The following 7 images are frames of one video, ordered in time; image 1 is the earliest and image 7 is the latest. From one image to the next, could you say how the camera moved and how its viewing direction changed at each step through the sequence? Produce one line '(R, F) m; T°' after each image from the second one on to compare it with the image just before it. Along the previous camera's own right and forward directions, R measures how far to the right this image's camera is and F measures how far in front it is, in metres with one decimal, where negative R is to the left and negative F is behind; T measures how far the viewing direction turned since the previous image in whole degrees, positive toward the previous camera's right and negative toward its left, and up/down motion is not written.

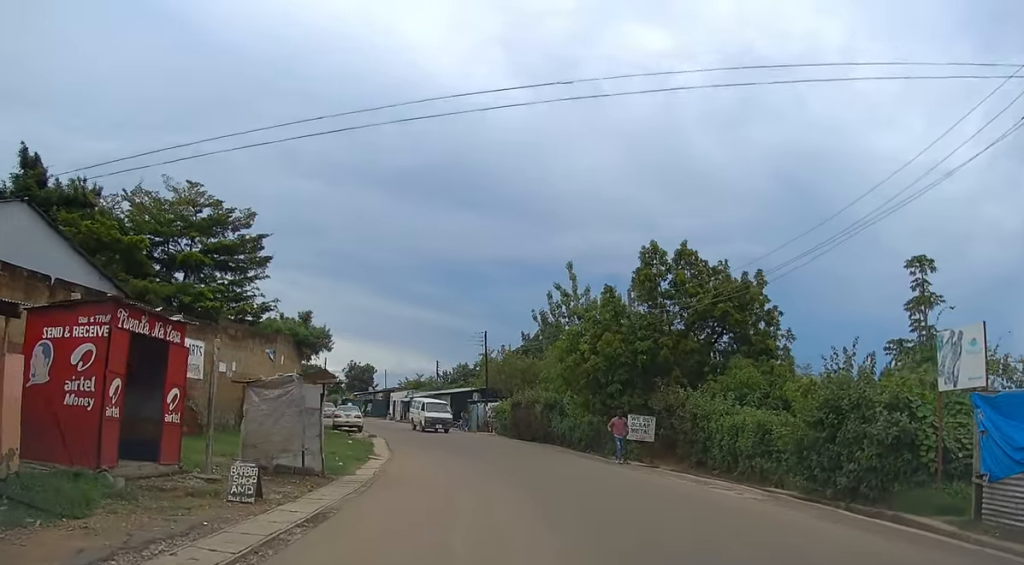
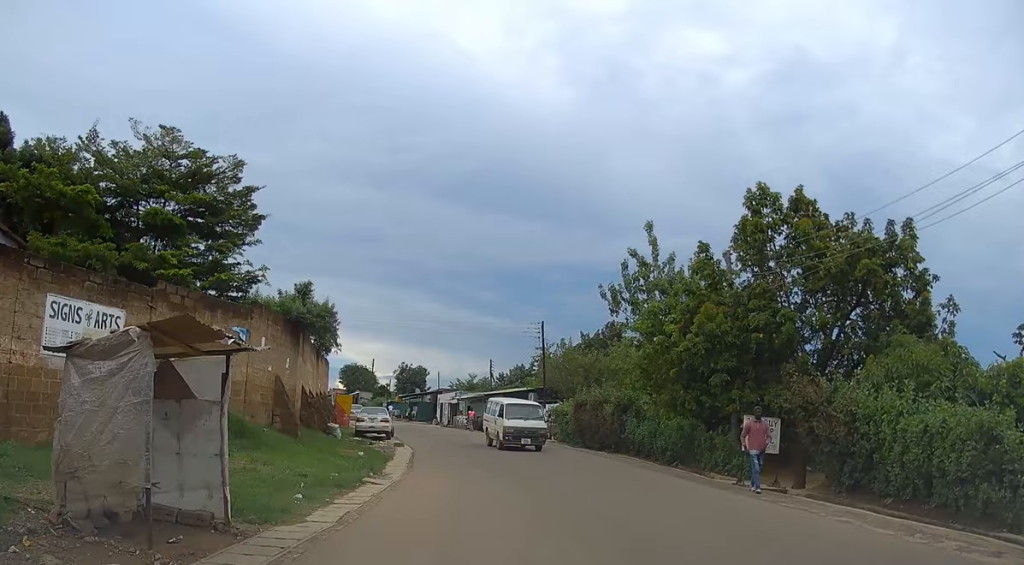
(-0.3, +7.3) m; -6°
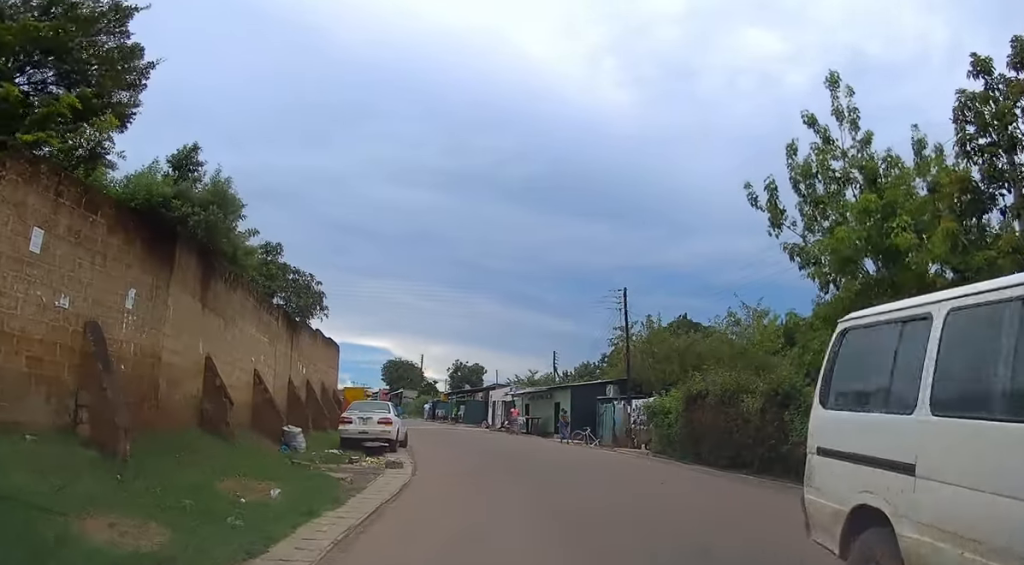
(-0.5, +12.2) m; -3°
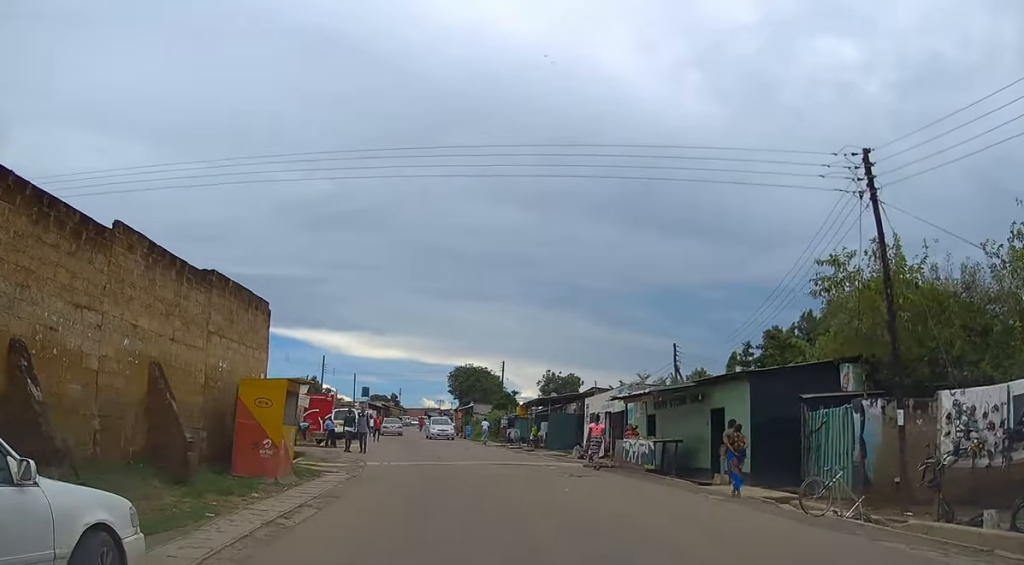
(-1.5, +19.9) m; -11°
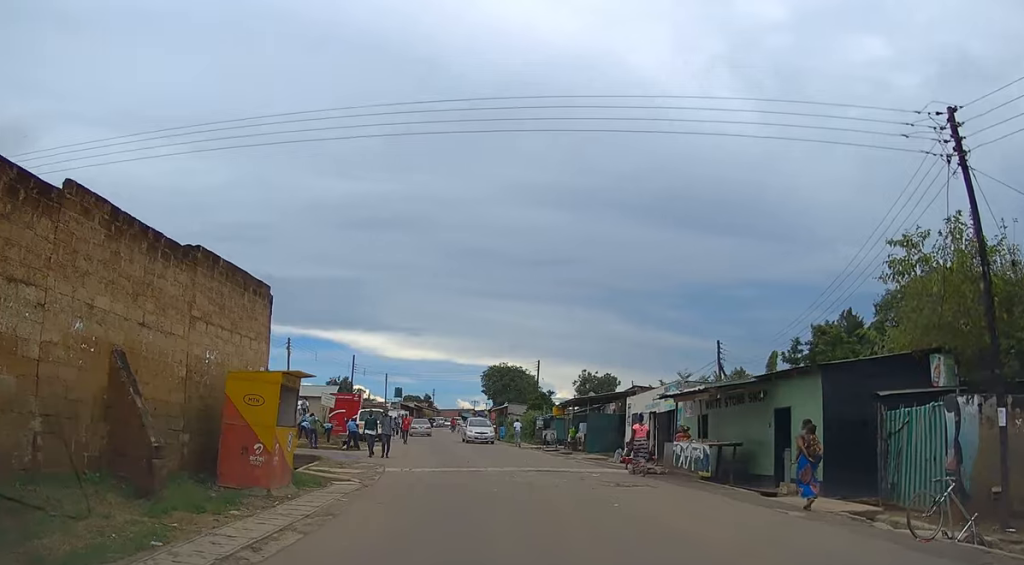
(-0.1, +2.5) m; -2°
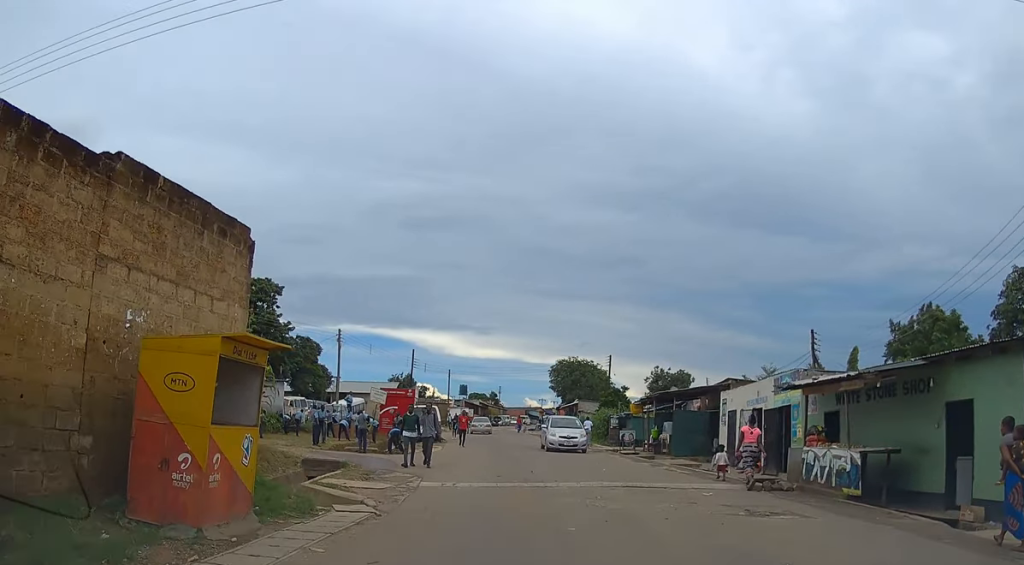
(-0.2, +5.2) m; -3°
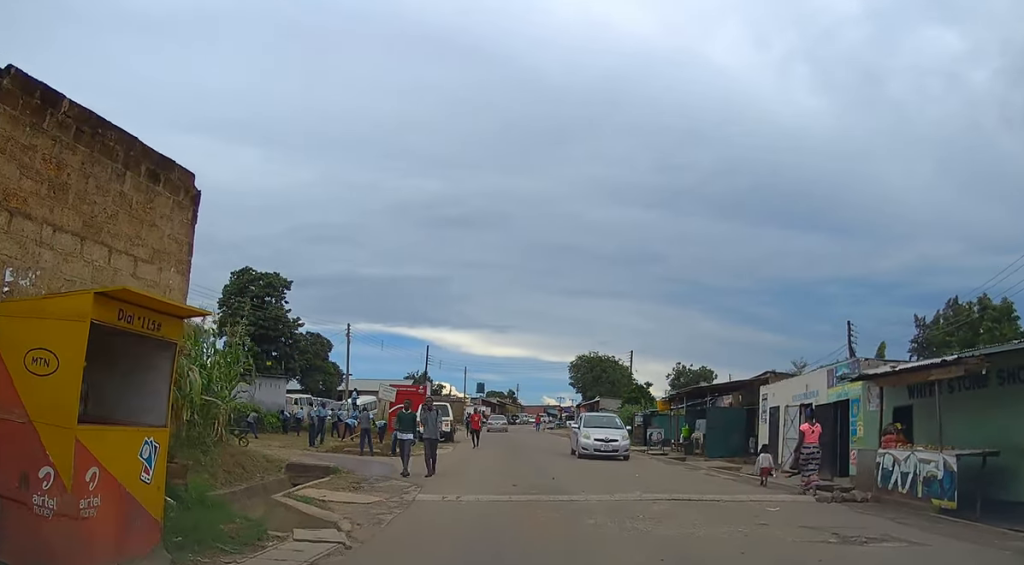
(0.0, +2.9) m; -1°
